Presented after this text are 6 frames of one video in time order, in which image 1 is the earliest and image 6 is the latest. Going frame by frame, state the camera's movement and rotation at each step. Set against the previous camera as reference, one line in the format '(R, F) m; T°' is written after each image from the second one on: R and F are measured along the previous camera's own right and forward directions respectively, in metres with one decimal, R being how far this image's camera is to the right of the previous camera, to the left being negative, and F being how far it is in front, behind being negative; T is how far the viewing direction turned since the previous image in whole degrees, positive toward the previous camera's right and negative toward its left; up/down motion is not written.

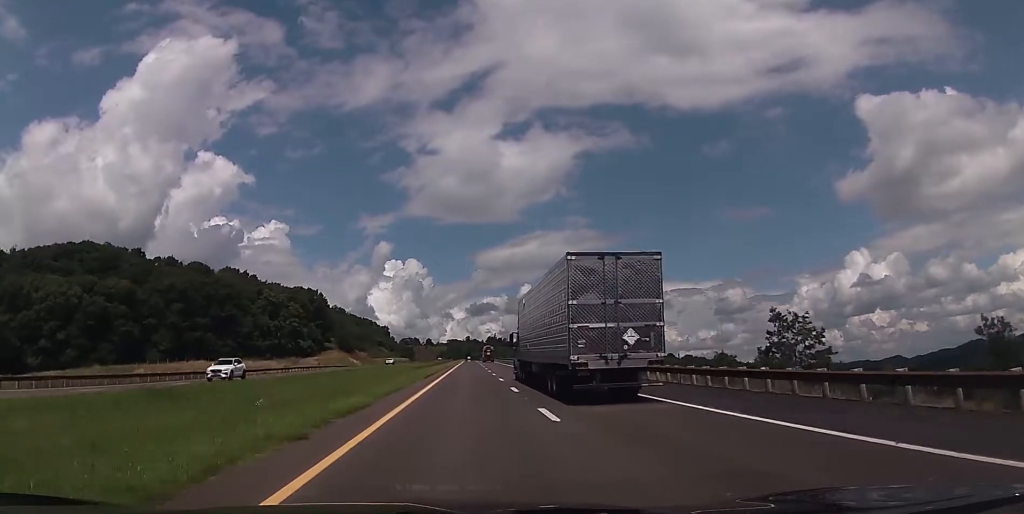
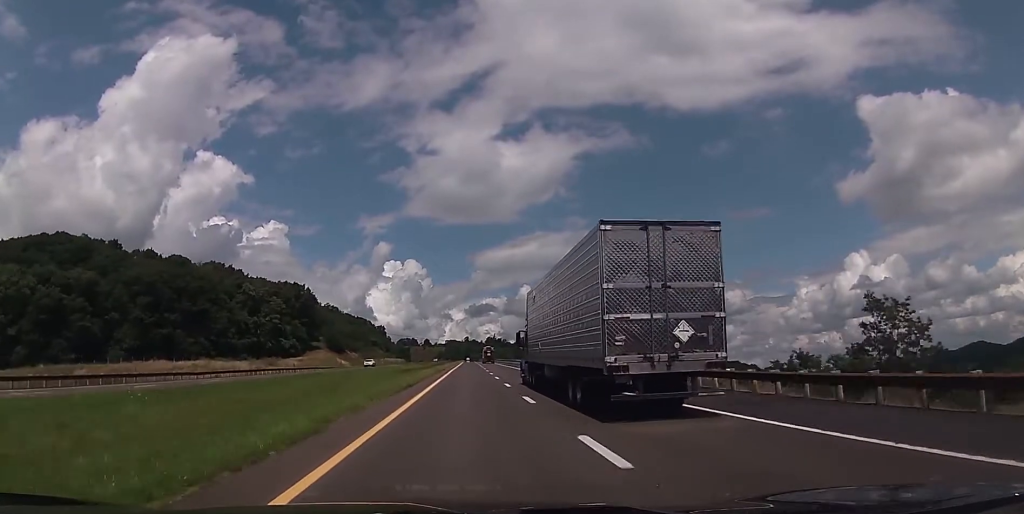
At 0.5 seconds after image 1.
(0.0, +17.7) m; 0°
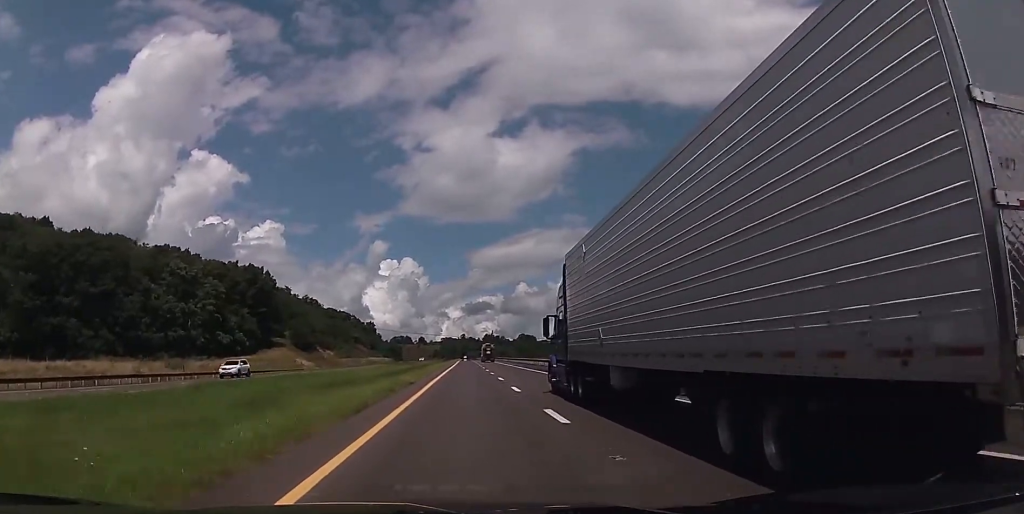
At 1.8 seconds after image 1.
(0.0, +42.2) m; 0°
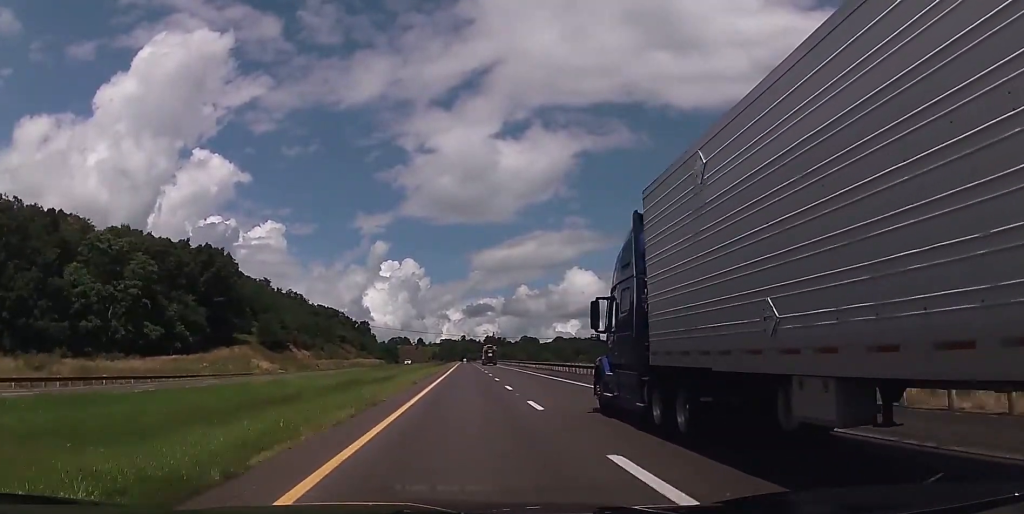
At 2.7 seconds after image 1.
(0.0, +31.0) m; 0°
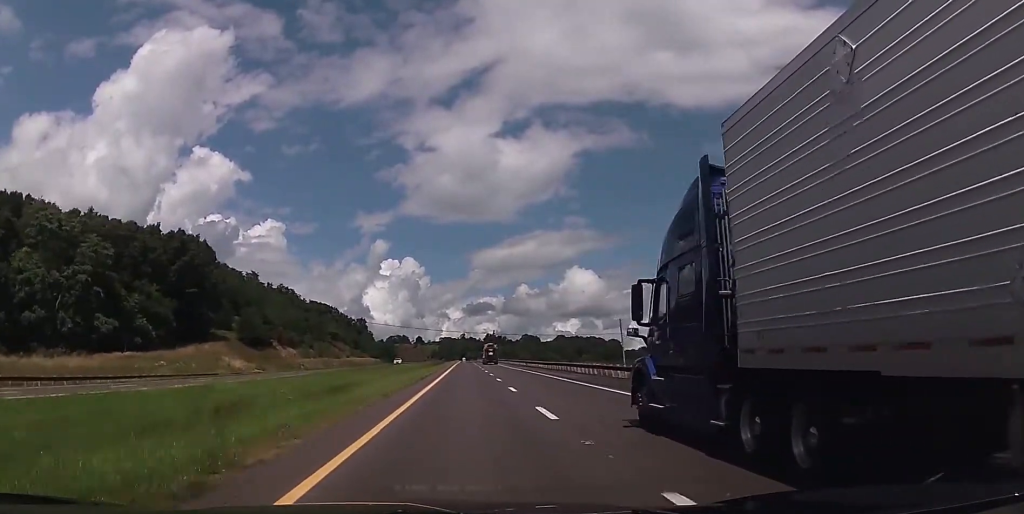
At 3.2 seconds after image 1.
(0.0, +14.5) m; 0°
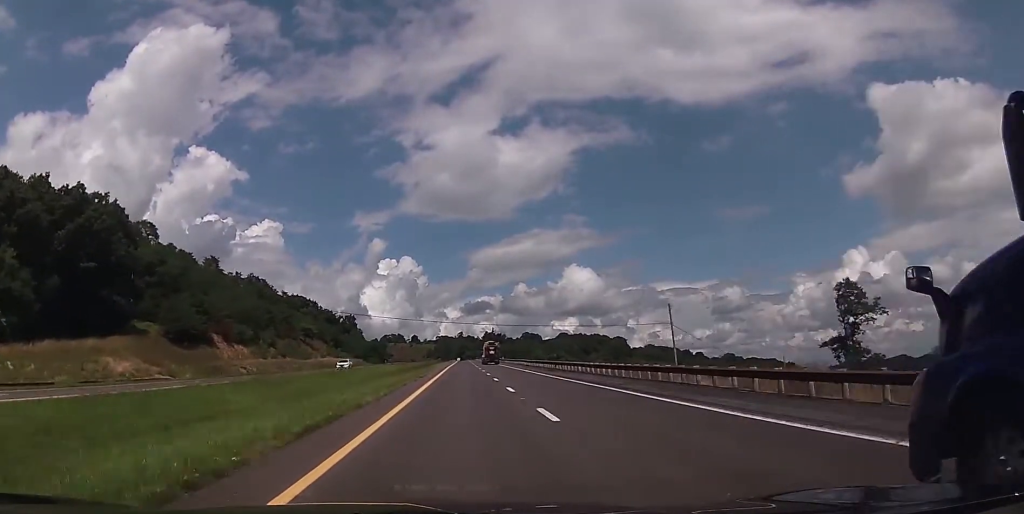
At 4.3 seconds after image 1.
(+0.2, +36.7) m; +1°
